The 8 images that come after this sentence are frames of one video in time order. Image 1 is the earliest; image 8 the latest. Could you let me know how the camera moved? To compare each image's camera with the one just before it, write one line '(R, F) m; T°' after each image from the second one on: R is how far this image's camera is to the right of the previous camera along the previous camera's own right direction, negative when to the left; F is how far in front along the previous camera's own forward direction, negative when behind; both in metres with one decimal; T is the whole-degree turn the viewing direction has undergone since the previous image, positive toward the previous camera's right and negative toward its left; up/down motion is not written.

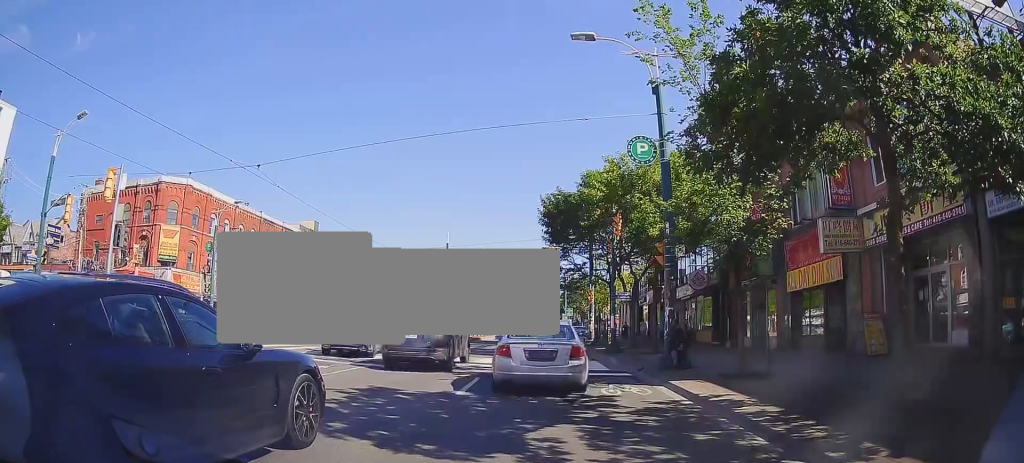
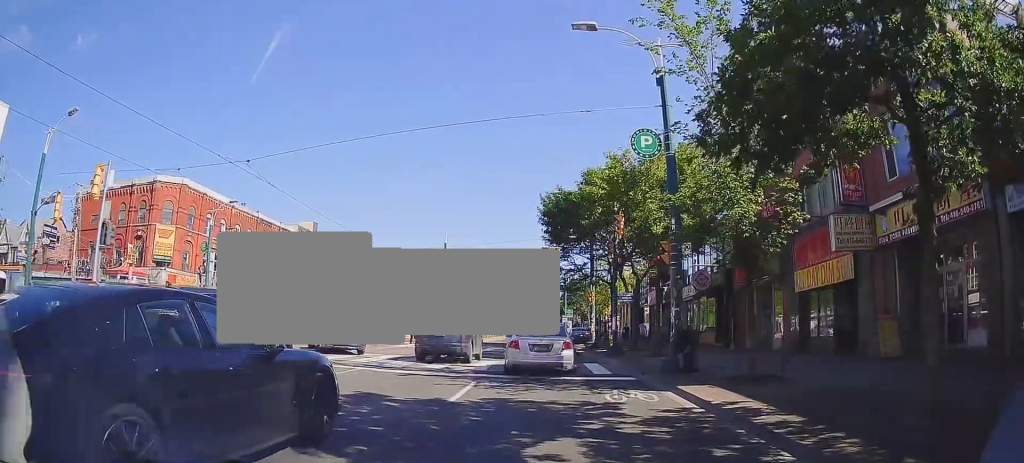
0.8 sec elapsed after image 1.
(0.0, +0.3) m; 0°
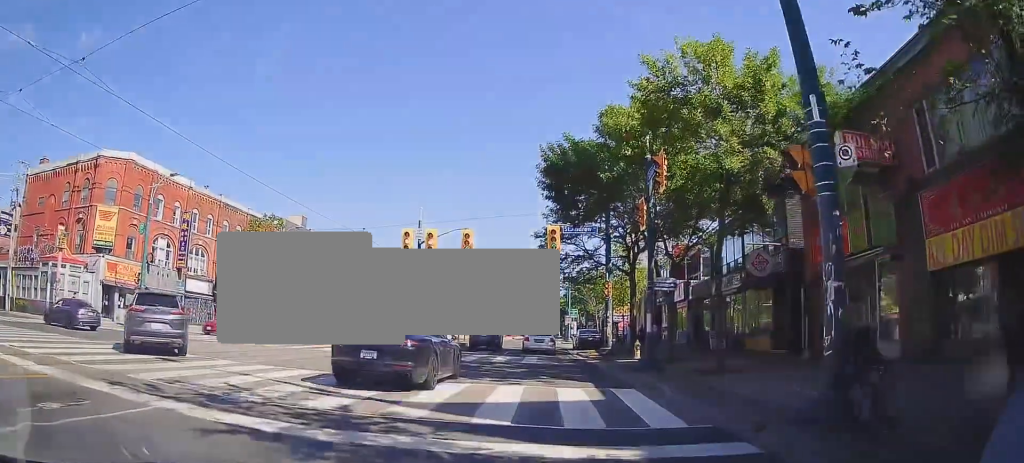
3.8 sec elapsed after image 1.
(+0.3, +2.7) m; +6°
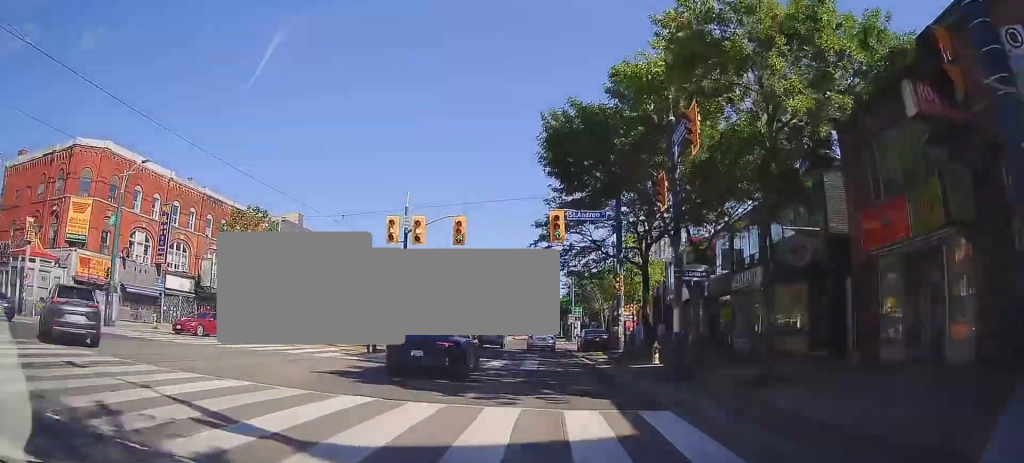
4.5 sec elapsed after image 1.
(0.0, +2.9) m; +3°
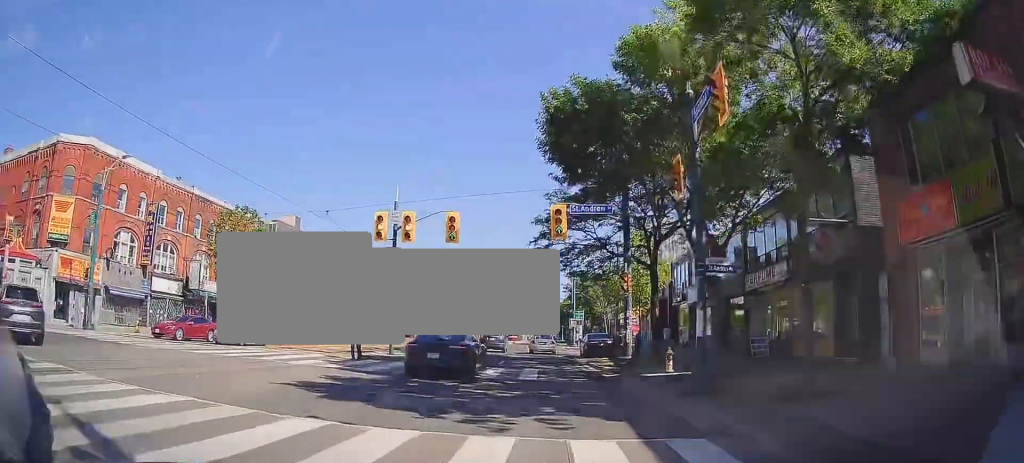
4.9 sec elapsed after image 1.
(0.0, +1.7) m; +1°
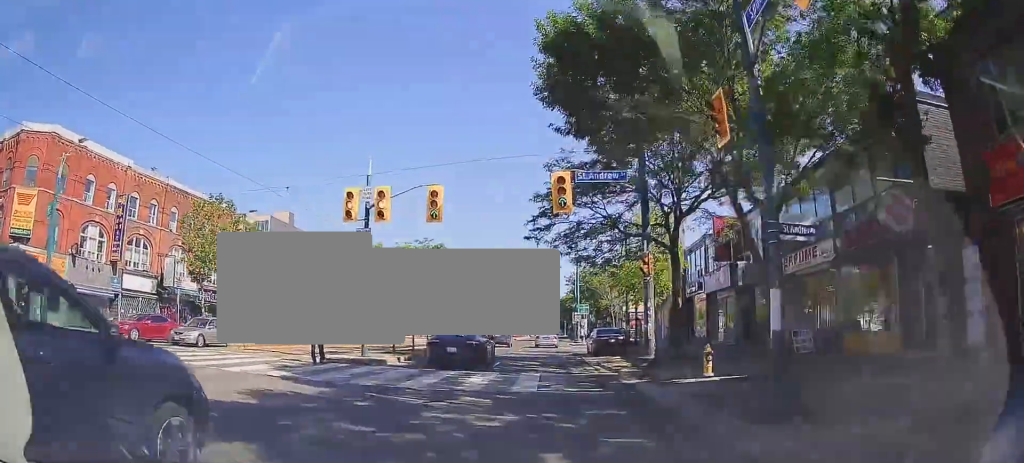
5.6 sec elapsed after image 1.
(+0.2, +3.5) m; -2°
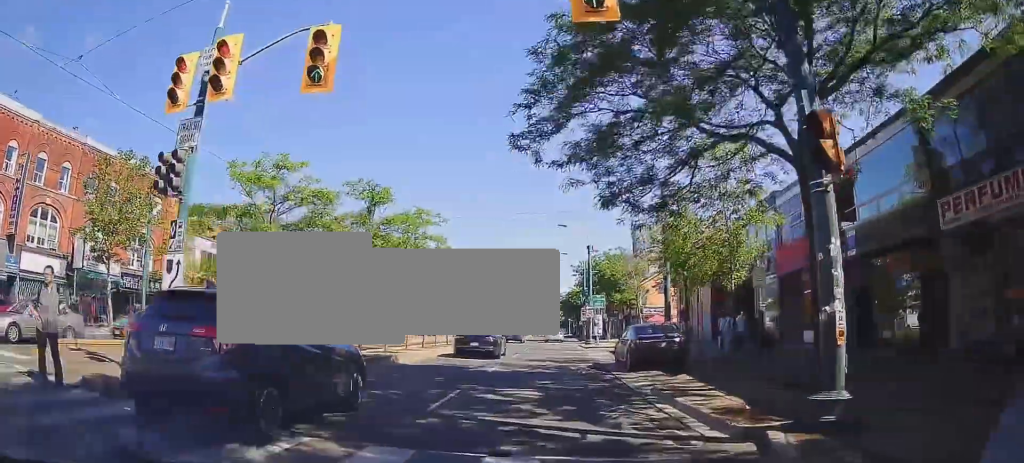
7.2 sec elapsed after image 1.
(-0.6, +10.2) m; -3°
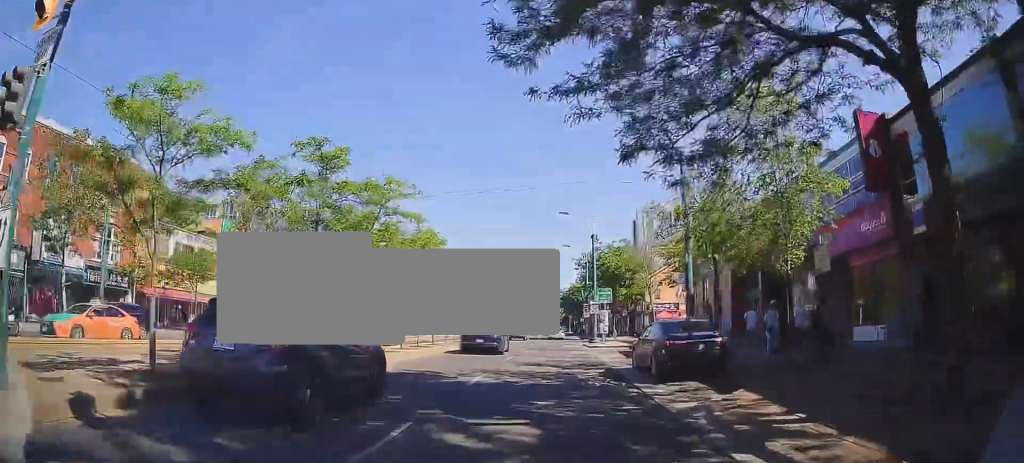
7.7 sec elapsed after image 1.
(0.0, +3.7) m; +1°
